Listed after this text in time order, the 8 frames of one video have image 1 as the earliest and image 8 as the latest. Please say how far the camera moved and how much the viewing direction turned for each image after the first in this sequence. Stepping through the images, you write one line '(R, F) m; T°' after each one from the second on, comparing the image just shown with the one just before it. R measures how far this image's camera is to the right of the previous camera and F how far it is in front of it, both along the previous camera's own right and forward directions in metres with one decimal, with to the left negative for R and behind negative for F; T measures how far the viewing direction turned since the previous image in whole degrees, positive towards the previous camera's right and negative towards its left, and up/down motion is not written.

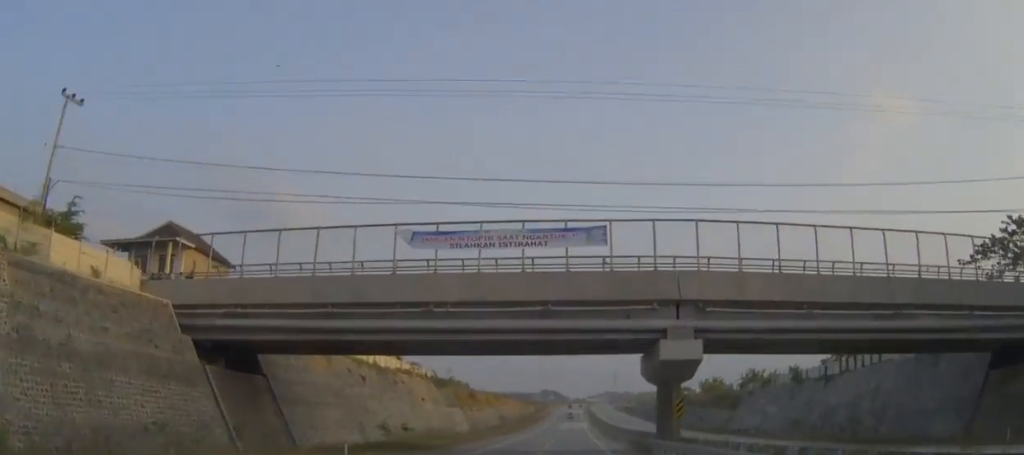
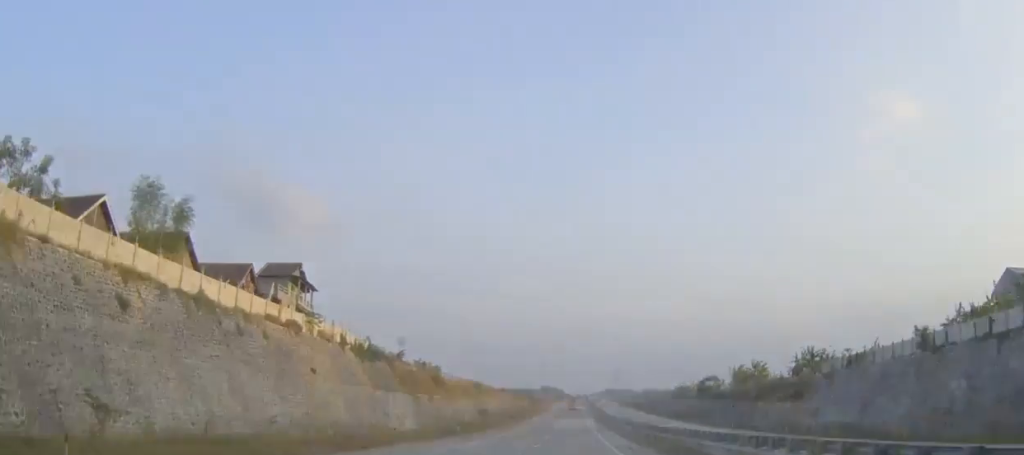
(+0.1, +40.2) m; 0°
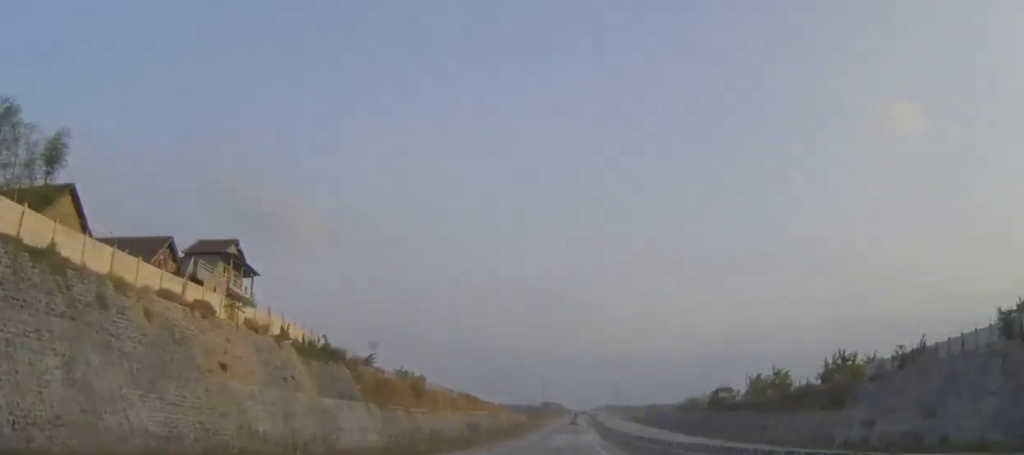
(0.0, +14.9) m; 0°
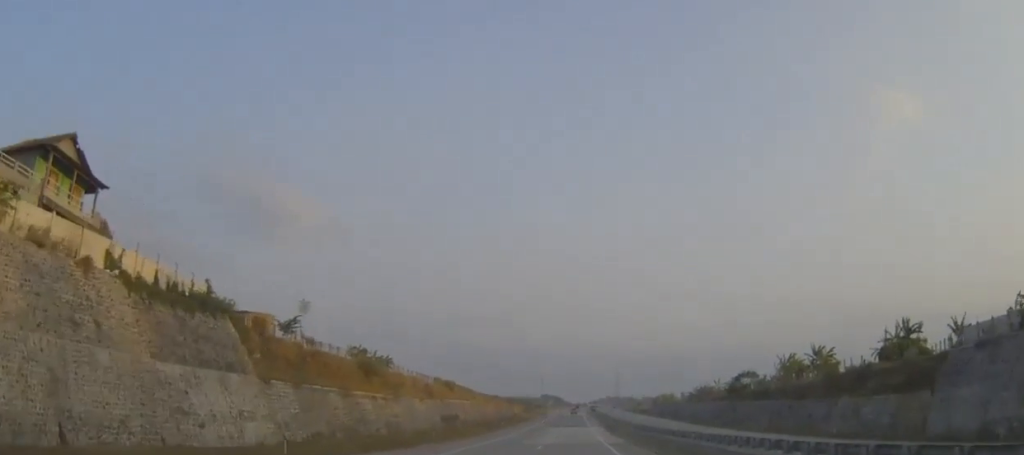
(-0.1, +22.9) m; 0°
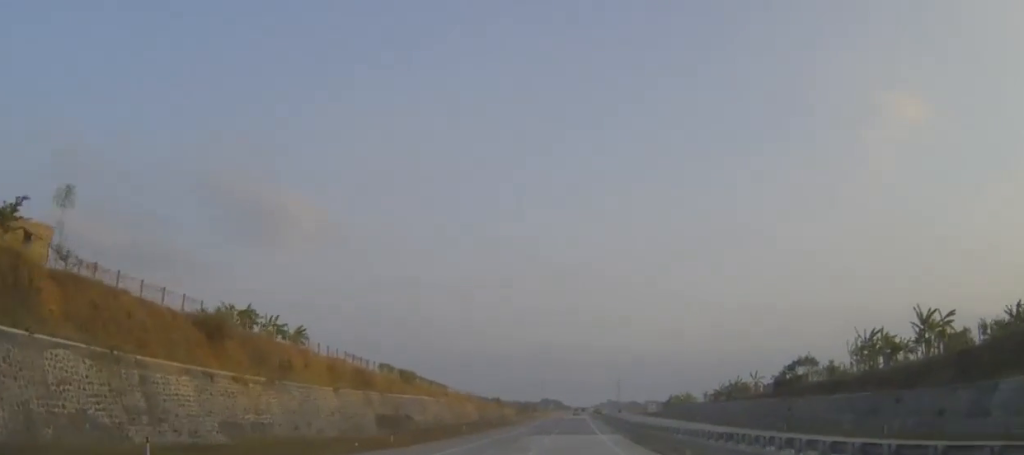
(0.0, +35.0) m; 0°
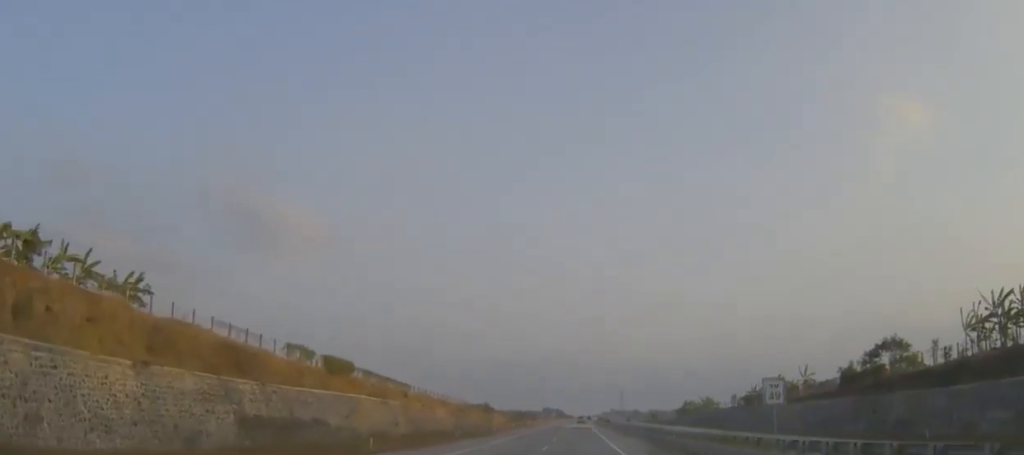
(-0.1, +30.2) m; 0°
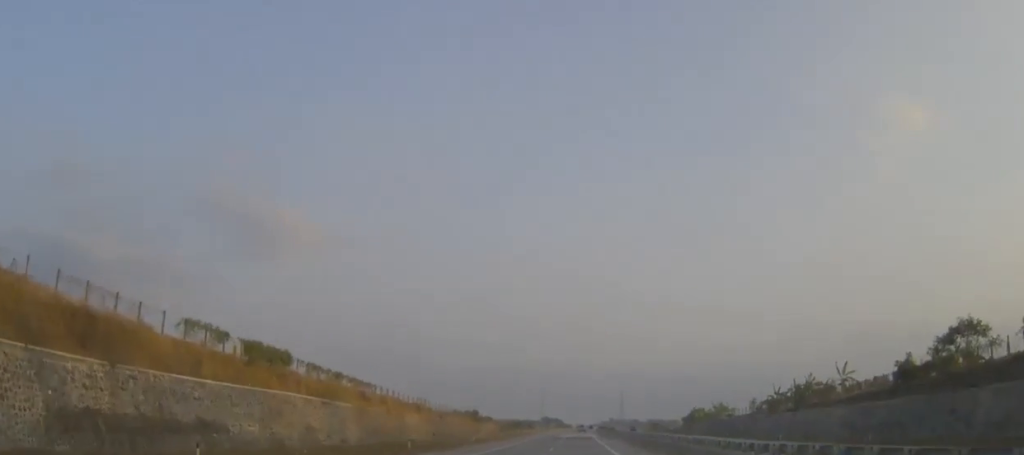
(0.0, +17.0) m; 0°
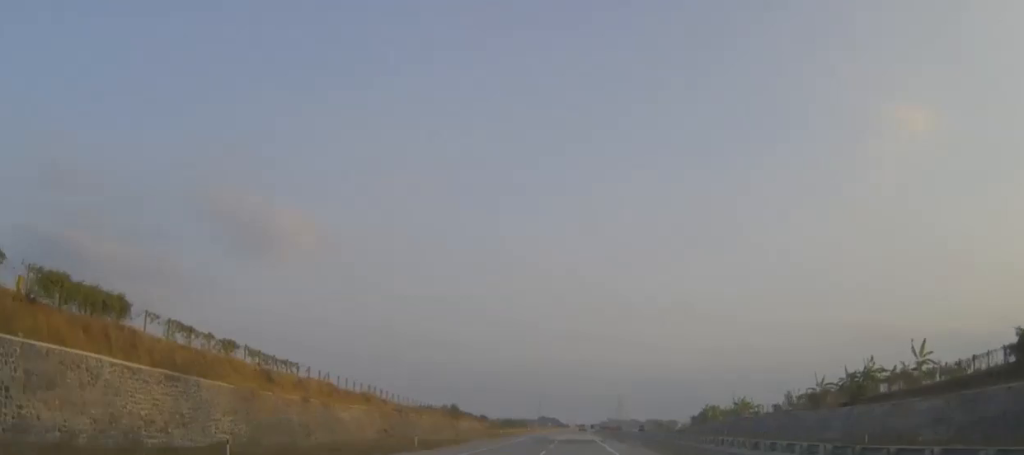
(0.0, +23.5) m; 0°
